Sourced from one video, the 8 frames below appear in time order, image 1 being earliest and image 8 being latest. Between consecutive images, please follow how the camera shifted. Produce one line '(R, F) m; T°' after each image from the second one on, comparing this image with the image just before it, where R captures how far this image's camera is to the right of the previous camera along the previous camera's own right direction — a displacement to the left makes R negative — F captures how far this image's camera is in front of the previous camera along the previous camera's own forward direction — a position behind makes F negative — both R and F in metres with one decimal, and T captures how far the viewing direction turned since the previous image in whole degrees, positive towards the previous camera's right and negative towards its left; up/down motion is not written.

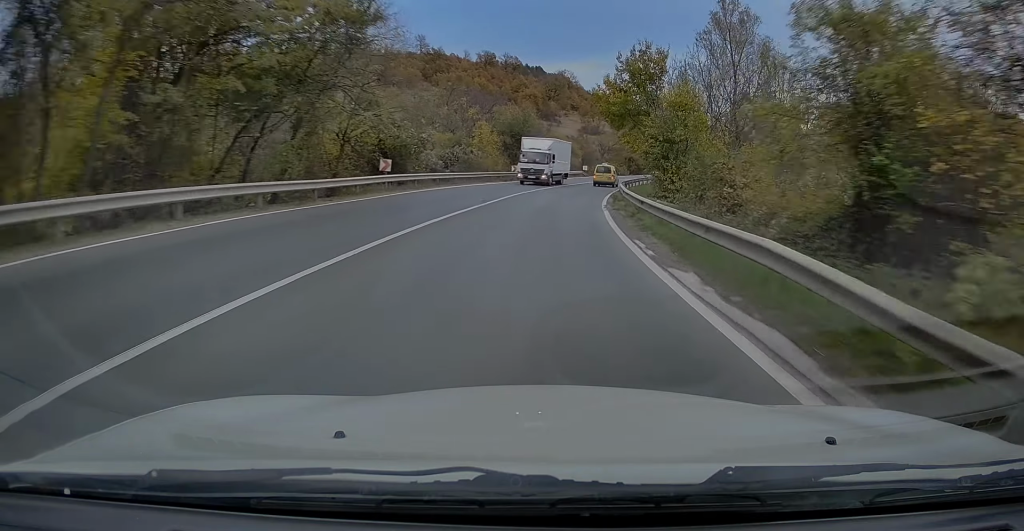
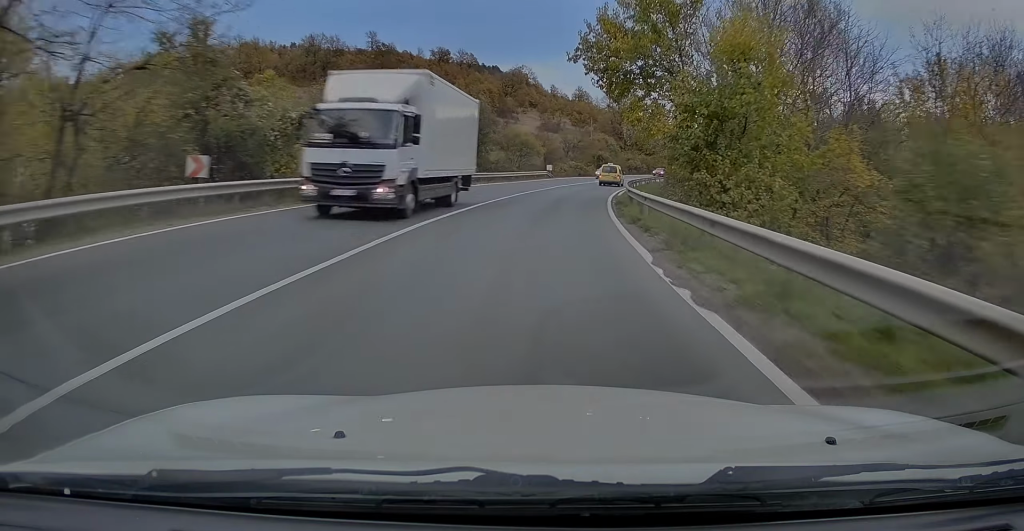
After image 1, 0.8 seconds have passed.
(+0.2, +16.9) m; +4°
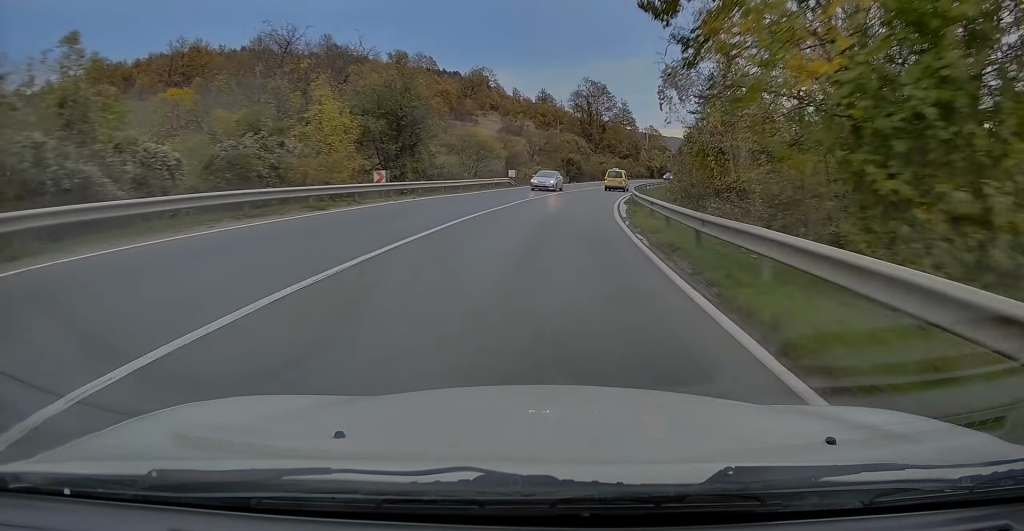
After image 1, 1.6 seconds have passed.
(+0.4, +14.9) m; +5°
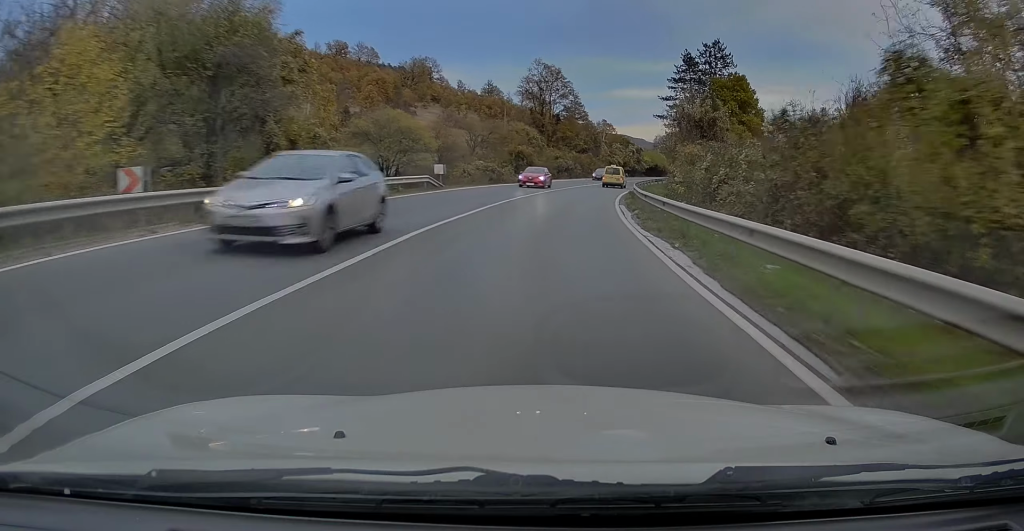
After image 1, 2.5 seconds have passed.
(+1.2, +18.3) m; +5°
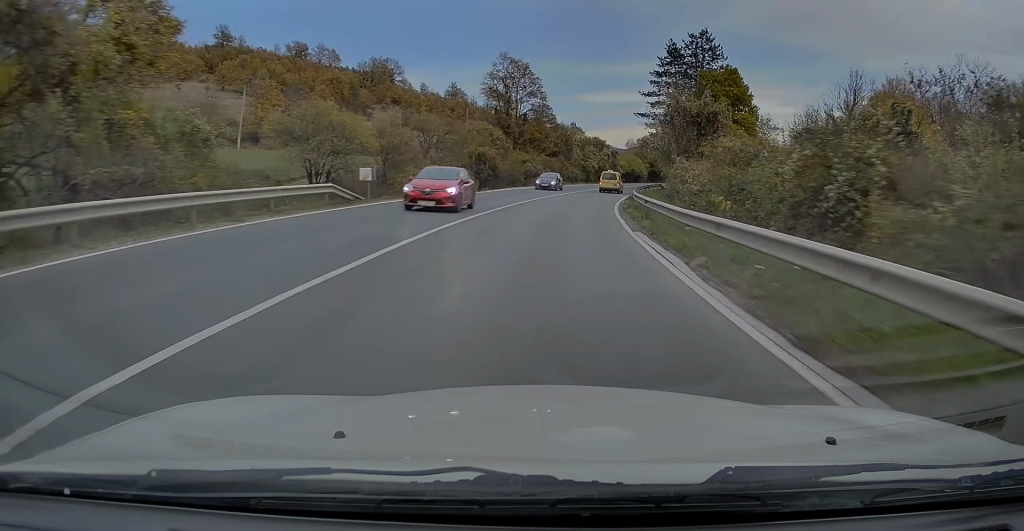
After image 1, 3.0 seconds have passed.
(+0.3, +11.5) m; +3°
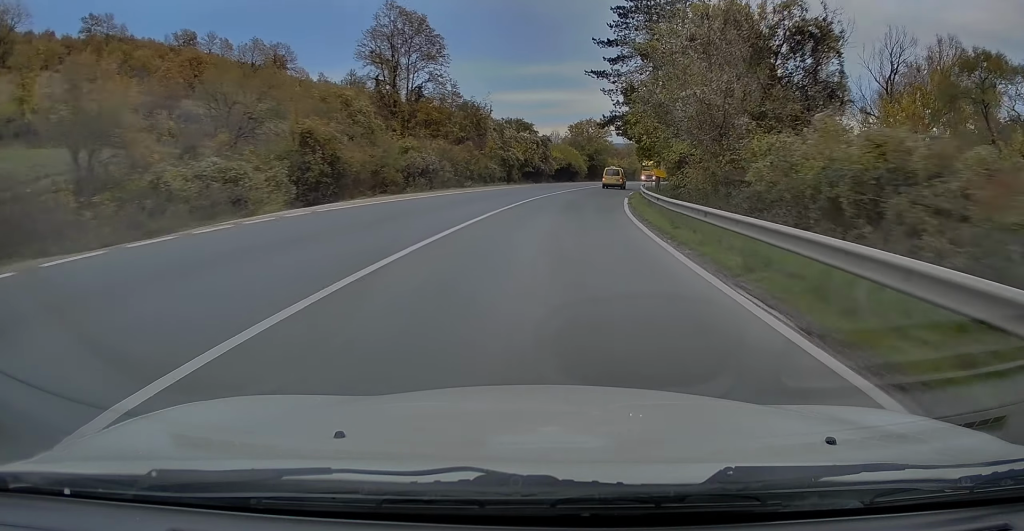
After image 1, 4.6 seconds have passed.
(+2.3, +32.3) m; +8°
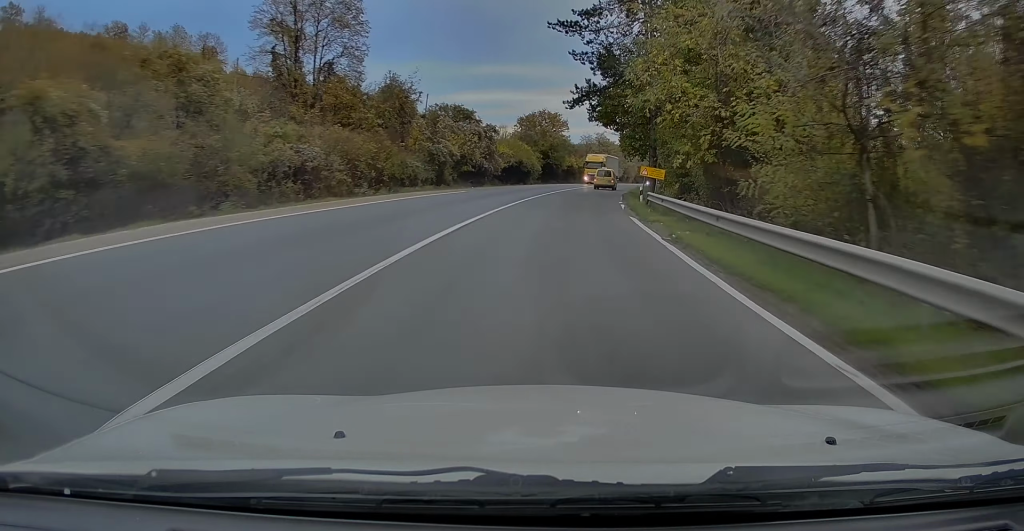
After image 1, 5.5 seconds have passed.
(+0.3, +17.3) m; +5°
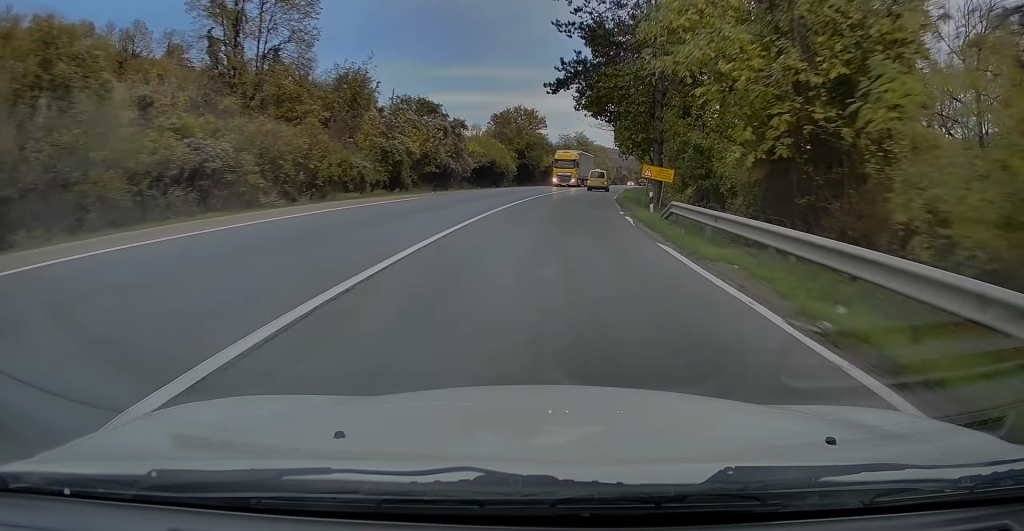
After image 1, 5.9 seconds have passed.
(+0.4, +8.0) m; +2°
